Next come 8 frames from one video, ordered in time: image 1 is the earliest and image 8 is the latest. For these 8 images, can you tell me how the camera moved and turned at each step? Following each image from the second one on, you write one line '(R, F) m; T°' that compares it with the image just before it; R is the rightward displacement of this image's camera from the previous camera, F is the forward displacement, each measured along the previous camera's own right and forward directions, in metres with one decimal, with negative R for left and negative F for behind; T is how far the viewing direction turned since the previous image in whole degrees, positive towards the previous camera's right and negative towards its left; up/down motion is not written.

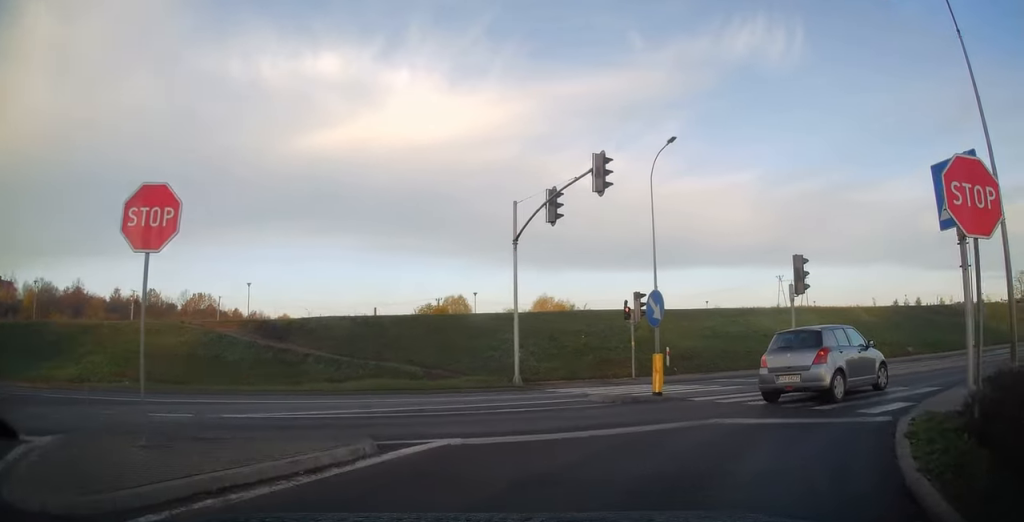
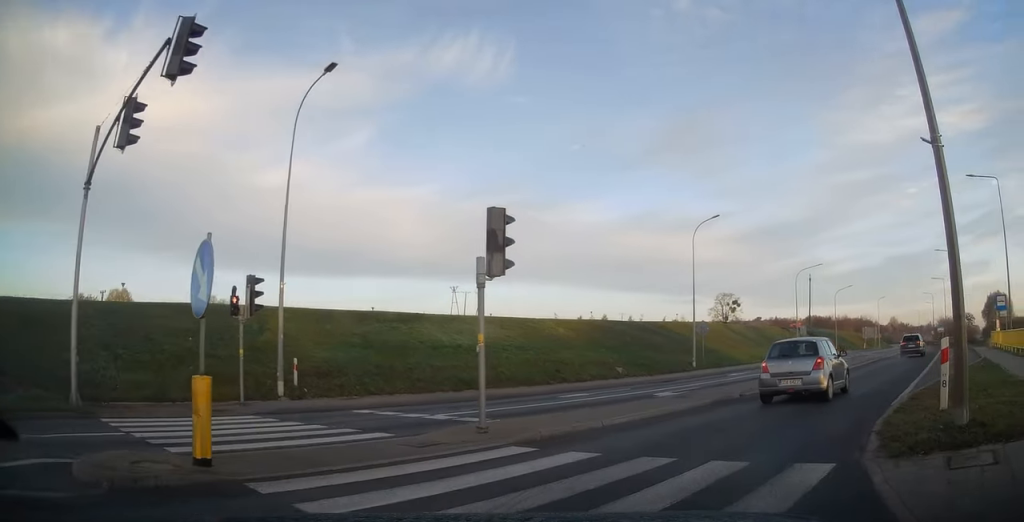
(+1.8, +7.6) m; +30°
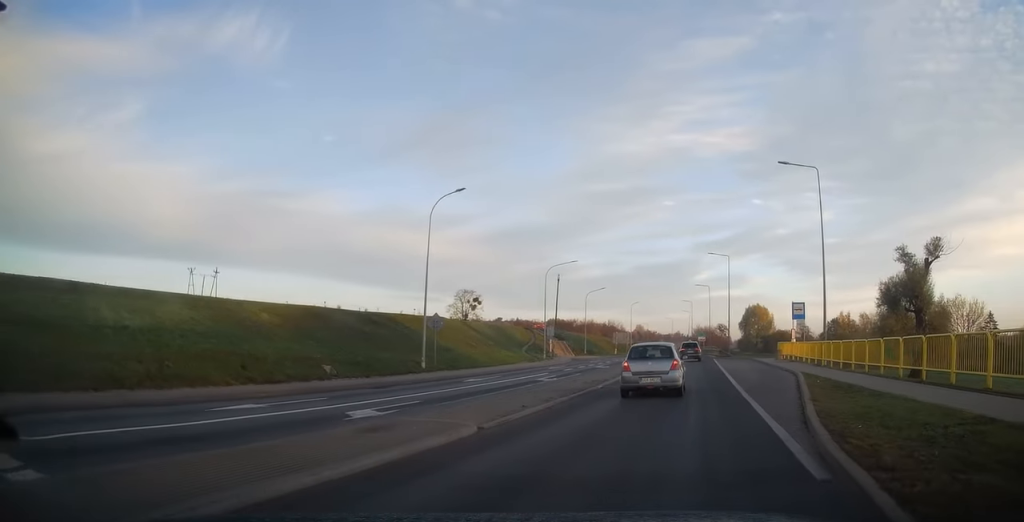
(+1.2, +6.5) m; +19°
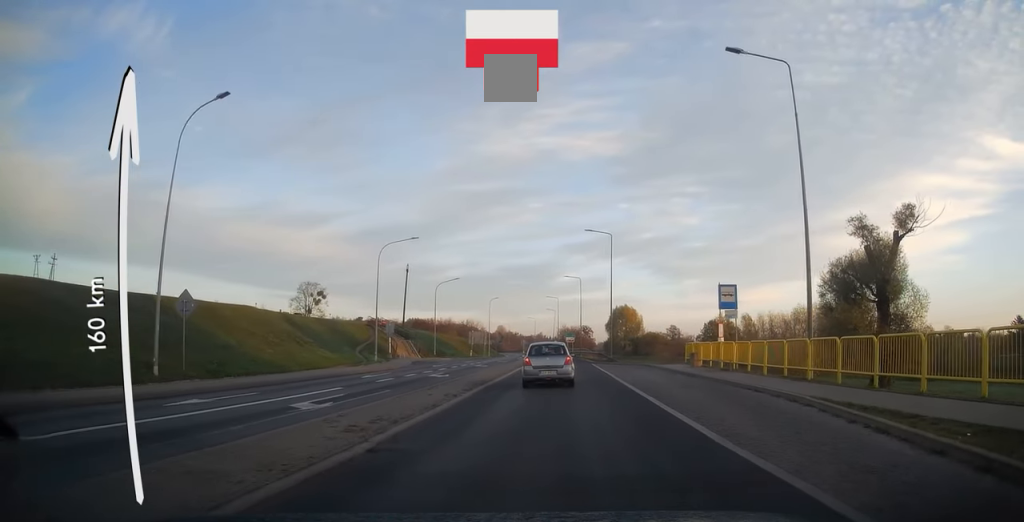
(+2.1, +12.9) m; +12°
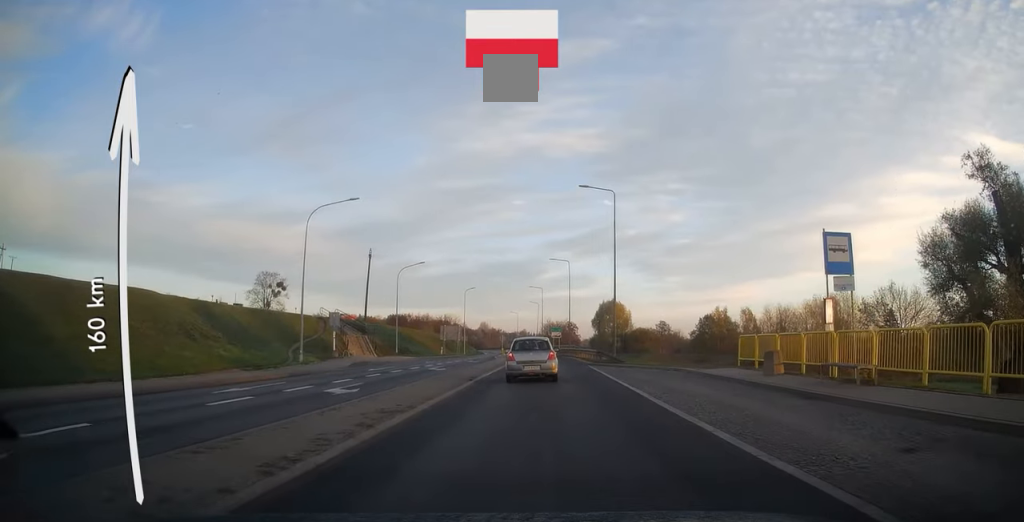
(+0.3, +11.9) m; +2°
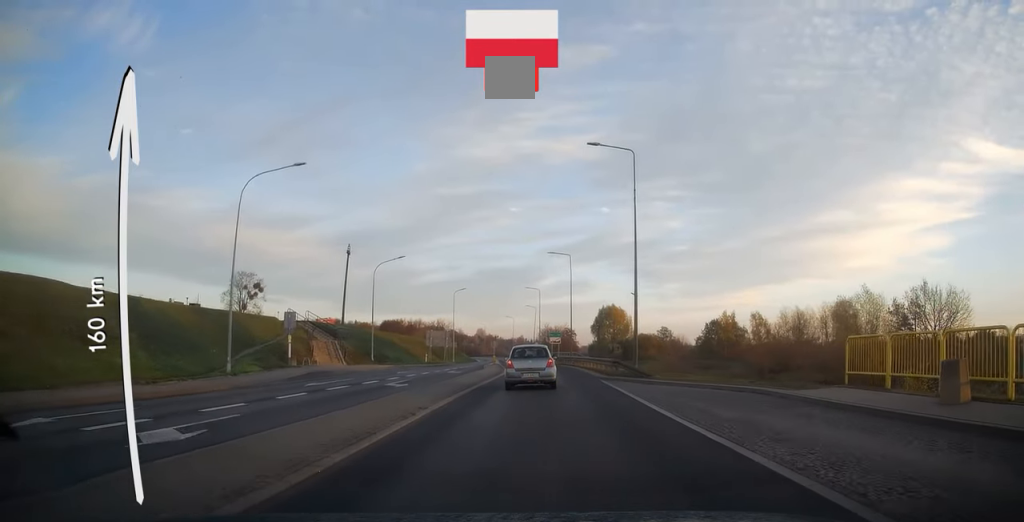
(0.0, +8.9) m; 0°
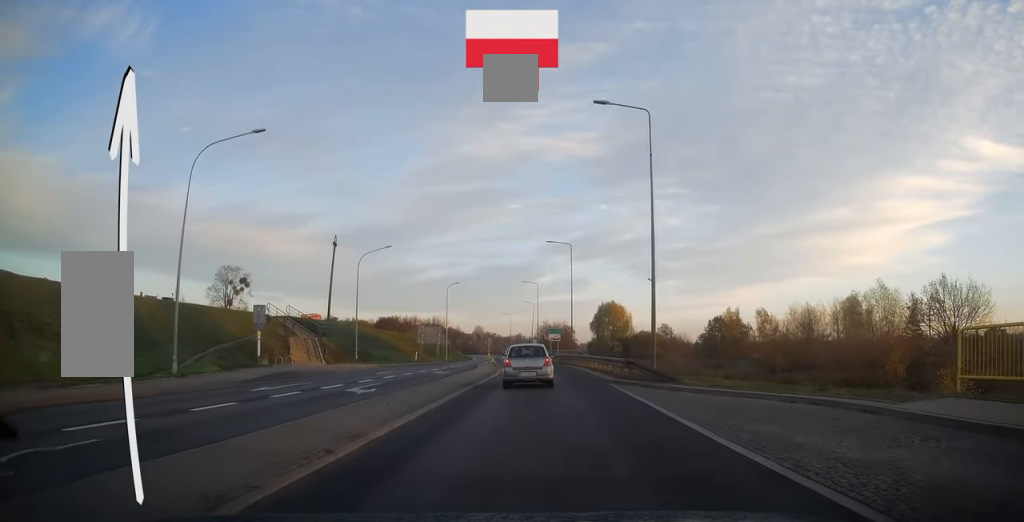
(0.0, +4.6) m; 0°
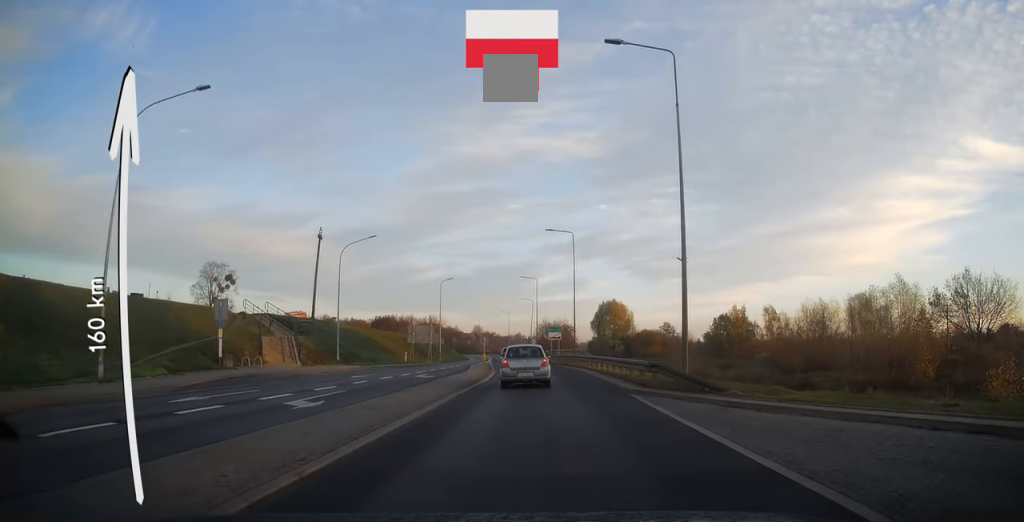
(0.0, +5.0) m; 0°
